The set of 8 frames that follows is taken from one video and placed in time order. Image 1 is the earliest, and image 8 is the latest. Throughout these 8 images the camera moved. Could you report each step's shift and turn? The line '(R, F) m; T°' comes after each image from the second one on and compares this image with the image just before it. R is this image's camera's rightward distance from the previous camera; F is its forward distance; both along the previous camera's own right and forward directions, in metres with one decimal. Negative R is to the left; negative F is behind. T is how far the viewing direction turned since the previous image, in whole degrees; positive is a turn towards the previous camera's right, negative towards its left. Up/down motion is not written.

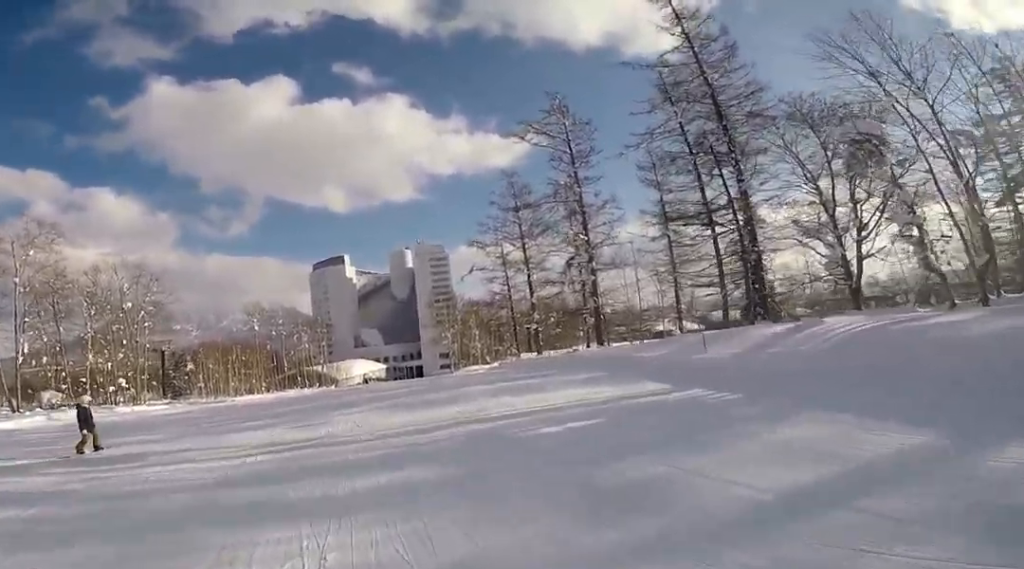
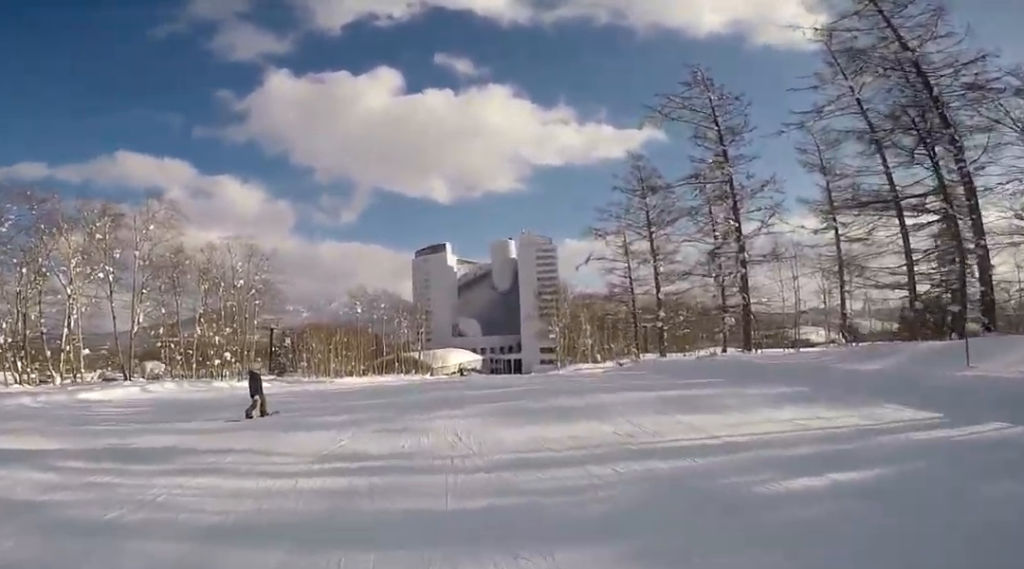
(-0.7, +2.7) m; -1°
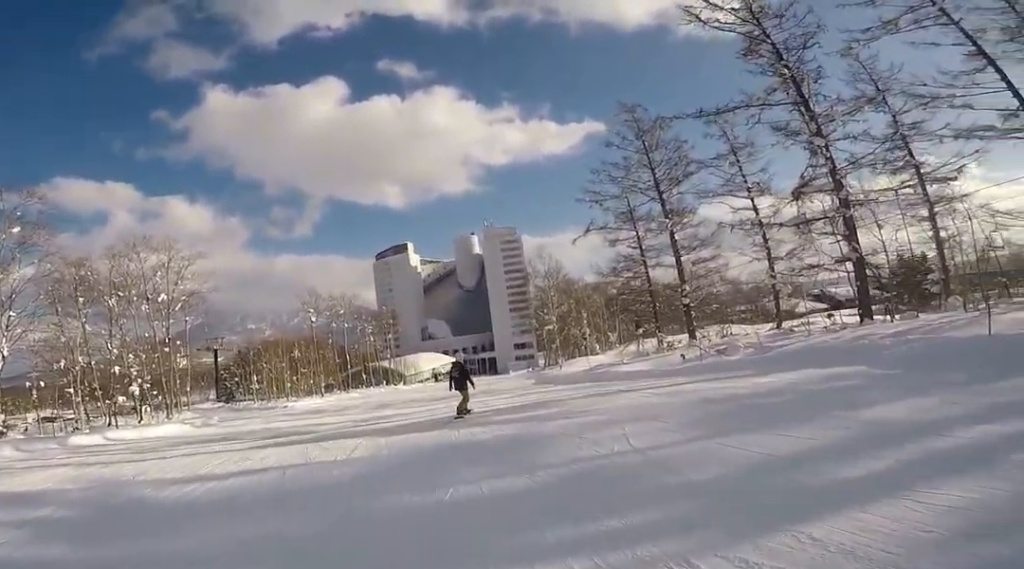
(+2.6, +9.8) m; +11°
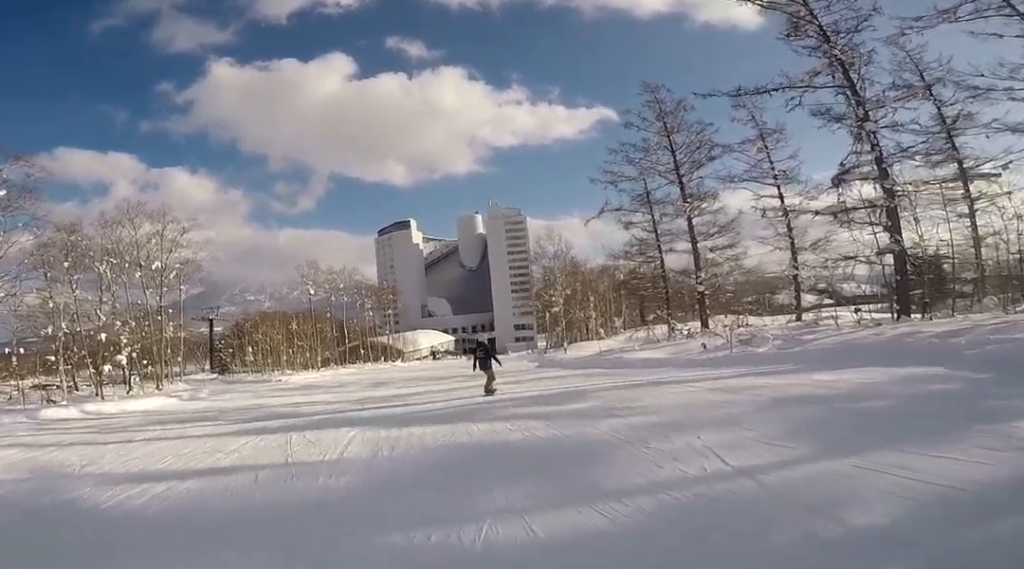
(-0.1, +1.6) m; -3°
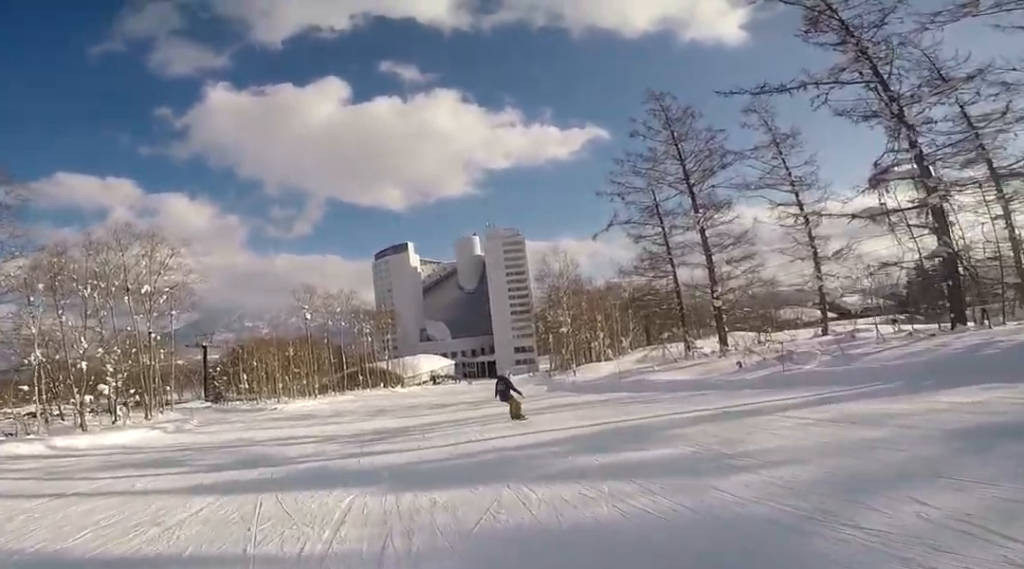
(-1.1, +2.4) m; -3°
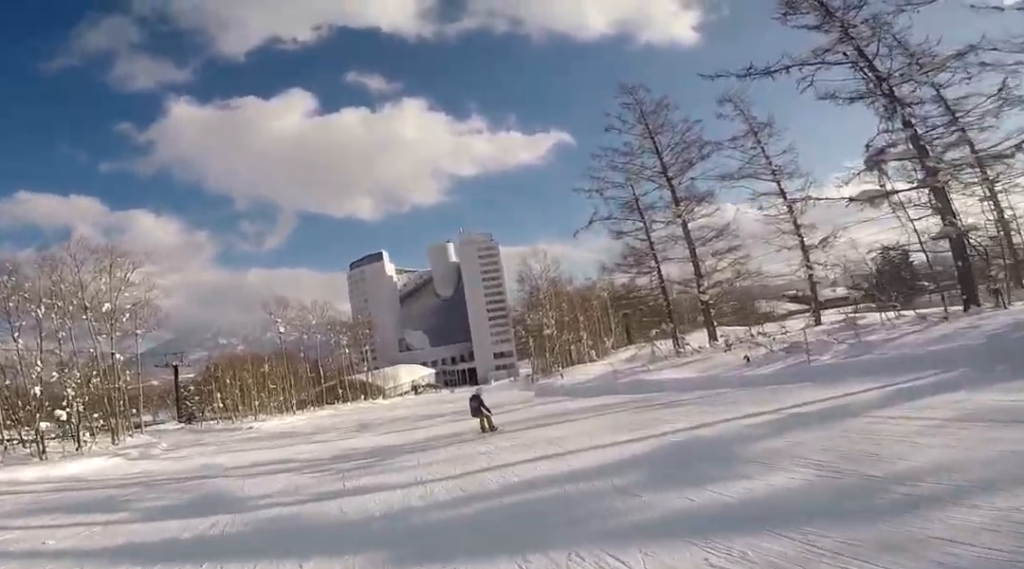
(+0.6, +2.0) m; +5°
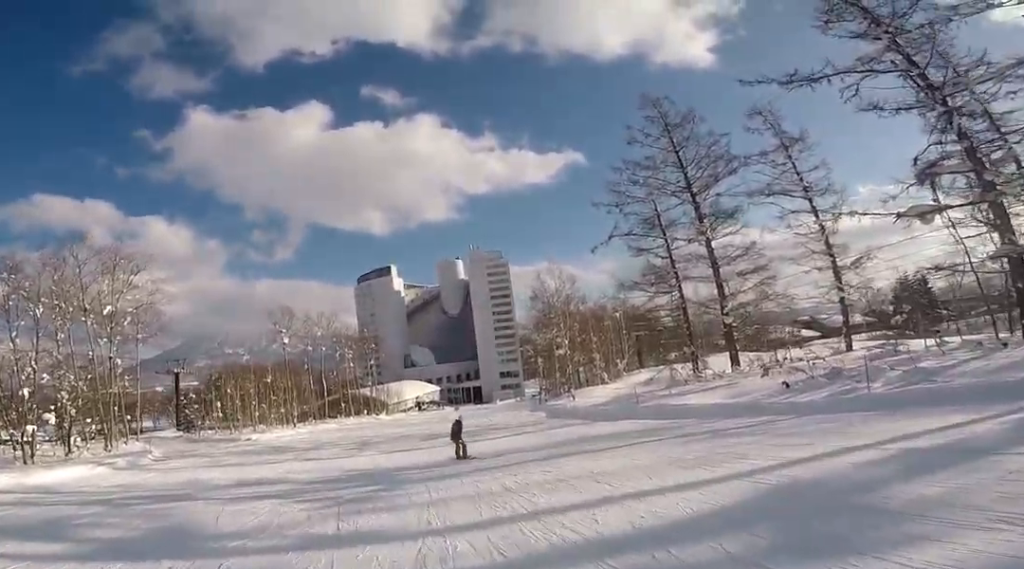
(+0.5, +1.6) m; +5°
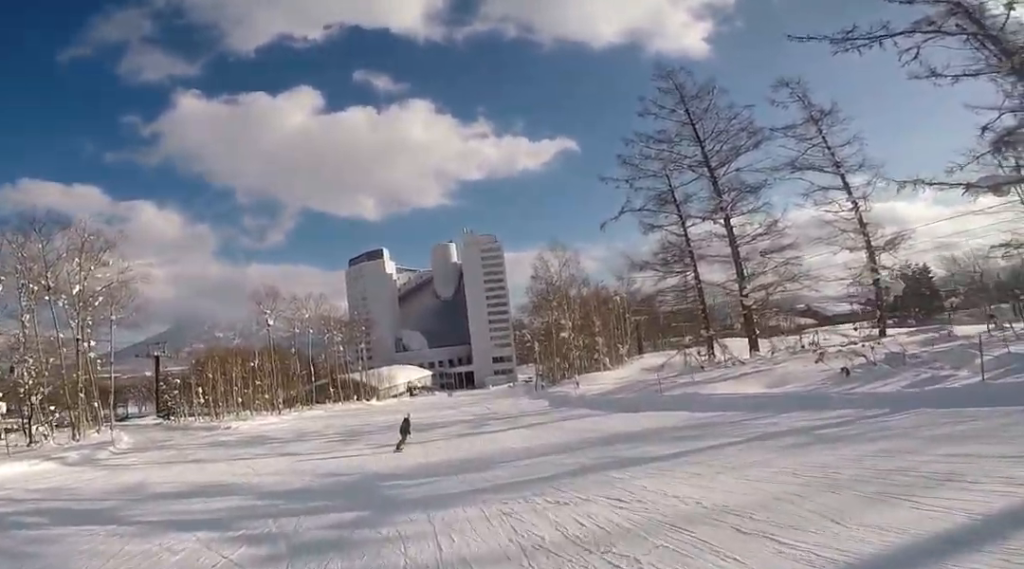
(-0.8, +3.5) m; -4°
